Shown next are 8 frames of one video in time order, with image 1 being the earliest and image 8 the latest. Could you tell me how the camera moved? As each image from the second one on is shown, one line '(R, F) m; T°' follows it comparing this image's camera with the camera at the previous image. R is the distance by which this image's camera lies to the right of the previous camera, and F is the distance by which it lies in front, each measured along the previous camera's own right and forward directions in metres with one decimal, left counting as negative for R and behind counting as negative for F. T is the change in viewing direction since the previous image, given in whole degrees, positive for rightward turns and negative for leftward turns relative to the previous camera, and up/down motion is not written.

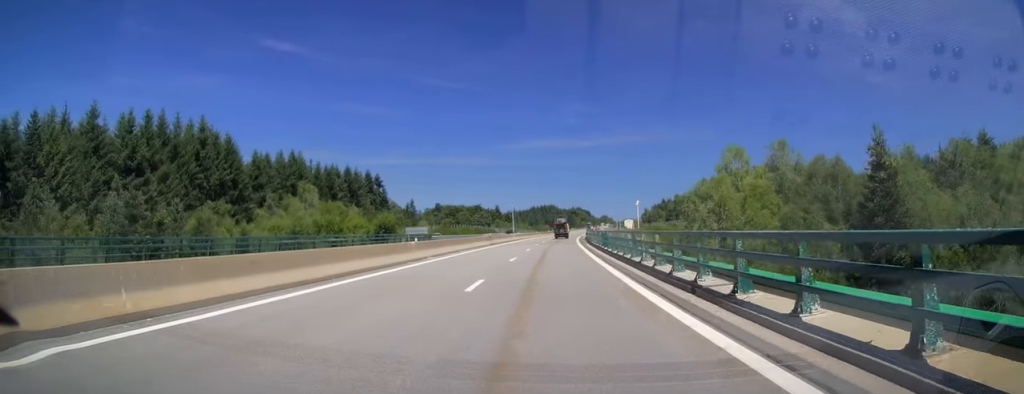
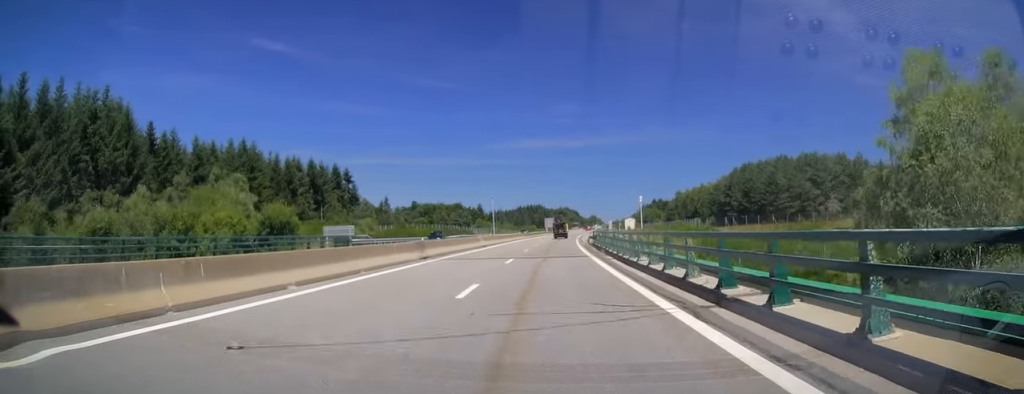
(+0.5, +27.5) m; +1°
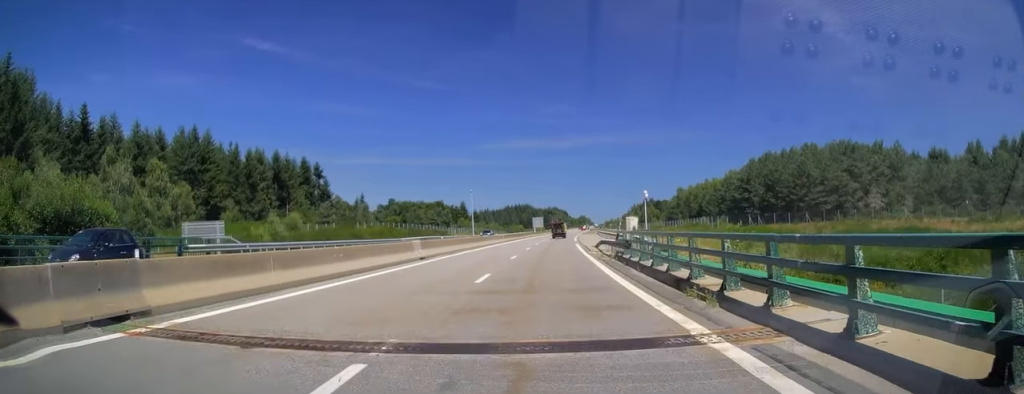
(-0.3, +22.1) m; +1°
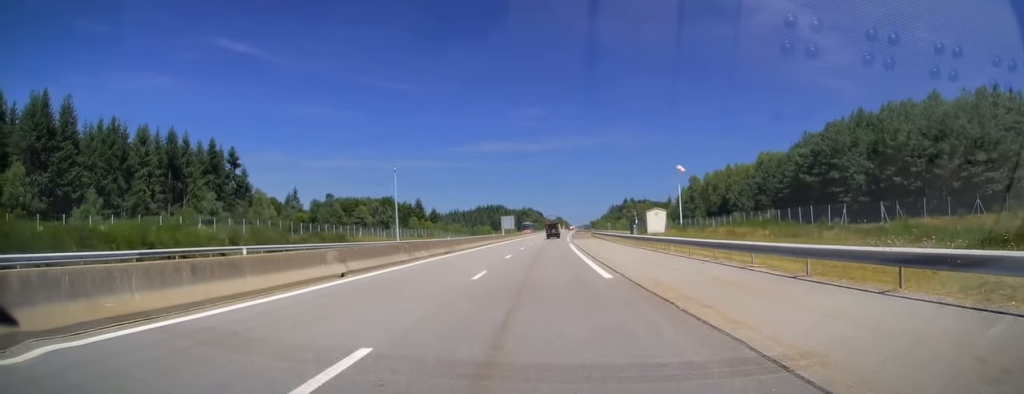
(+1.6, +51.0) m; +2°
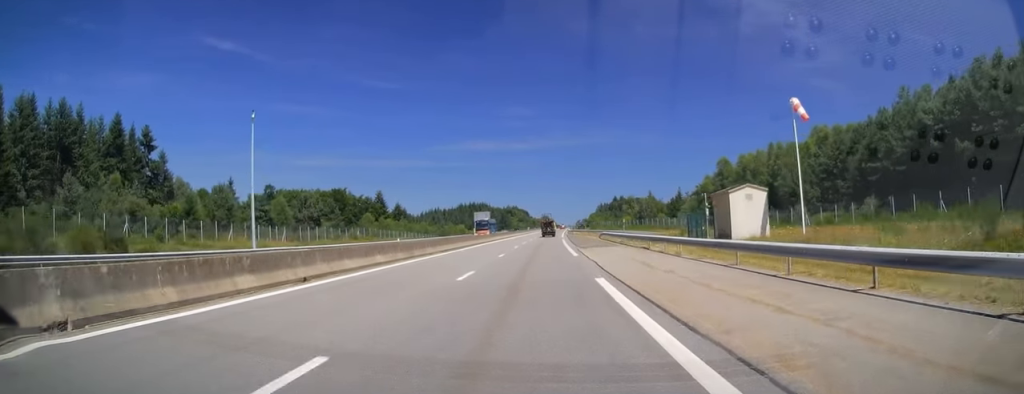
(+0.2, +39.8) m; +1°
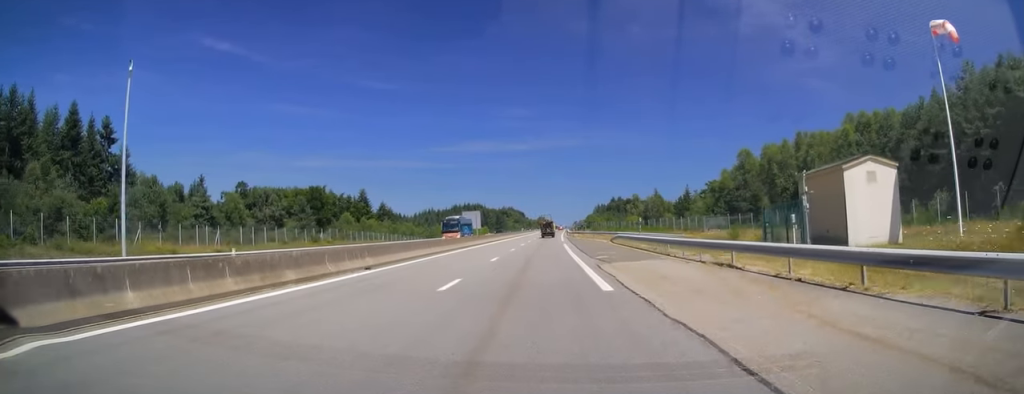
(+0.2, +15.7) m; +1°
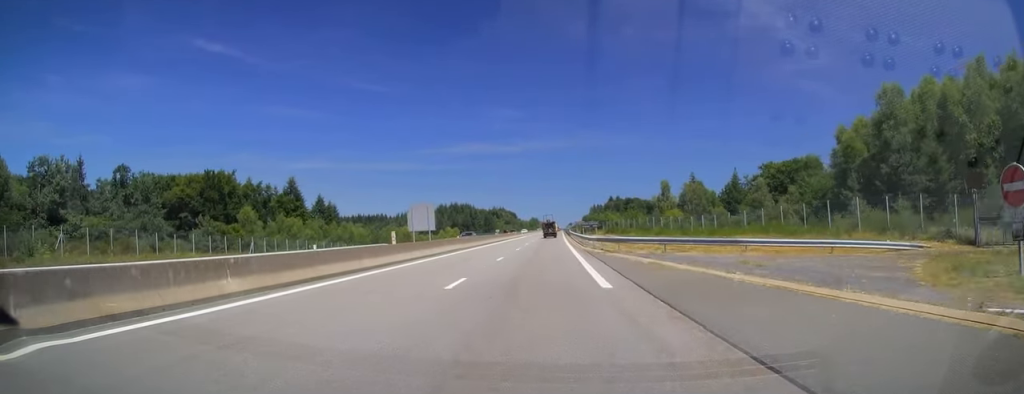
(+0.4, +51.5) m; +1°
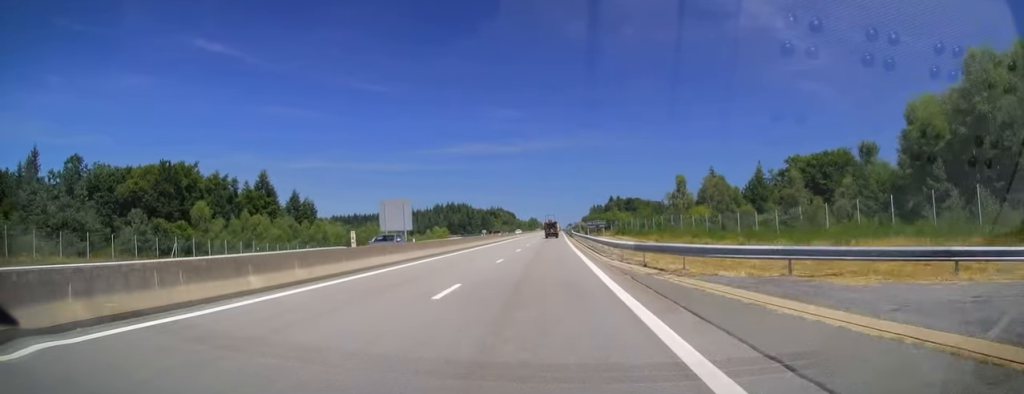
(-0.1, +15.2) m; 0°
